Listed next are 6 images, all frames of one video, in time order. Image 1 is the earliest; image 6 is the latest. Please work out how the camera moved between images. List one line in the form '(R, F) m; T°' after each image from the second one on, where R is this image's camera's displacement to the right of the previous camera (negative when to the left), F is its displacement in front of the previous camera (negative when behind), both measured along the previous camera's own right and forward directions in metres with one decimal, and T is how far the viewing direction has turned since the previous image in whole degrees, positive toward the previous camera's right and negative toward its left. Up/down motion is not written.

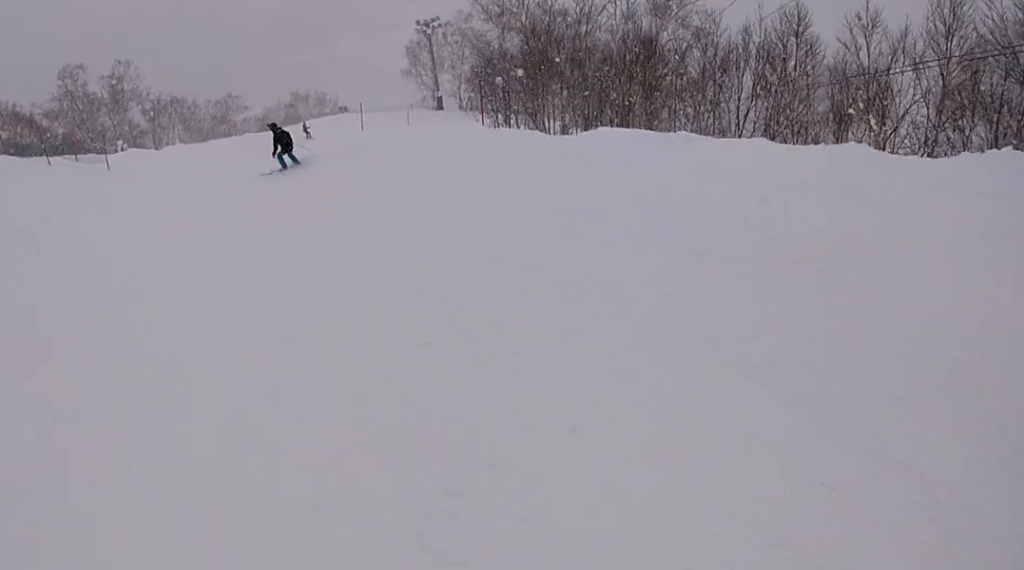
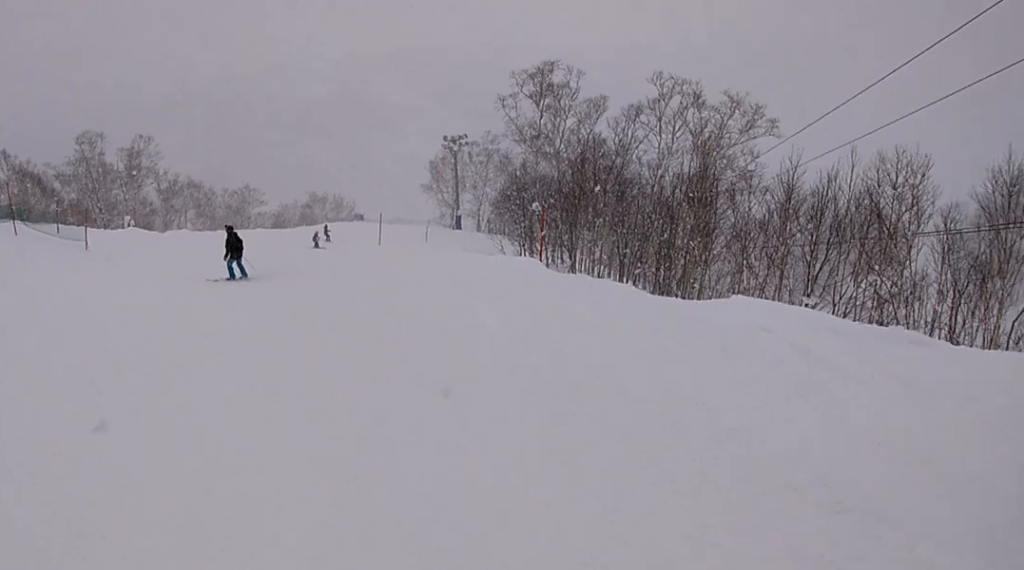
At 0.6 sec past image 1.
(+0.1, +3.7) m; +2°
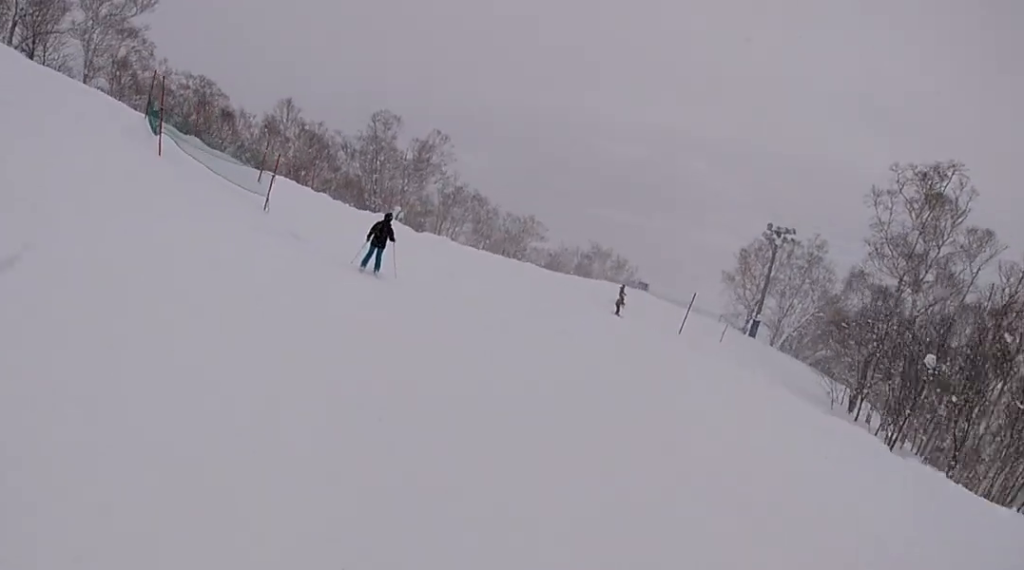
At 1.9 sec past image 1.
(+0.2, +7.5) m; +13°
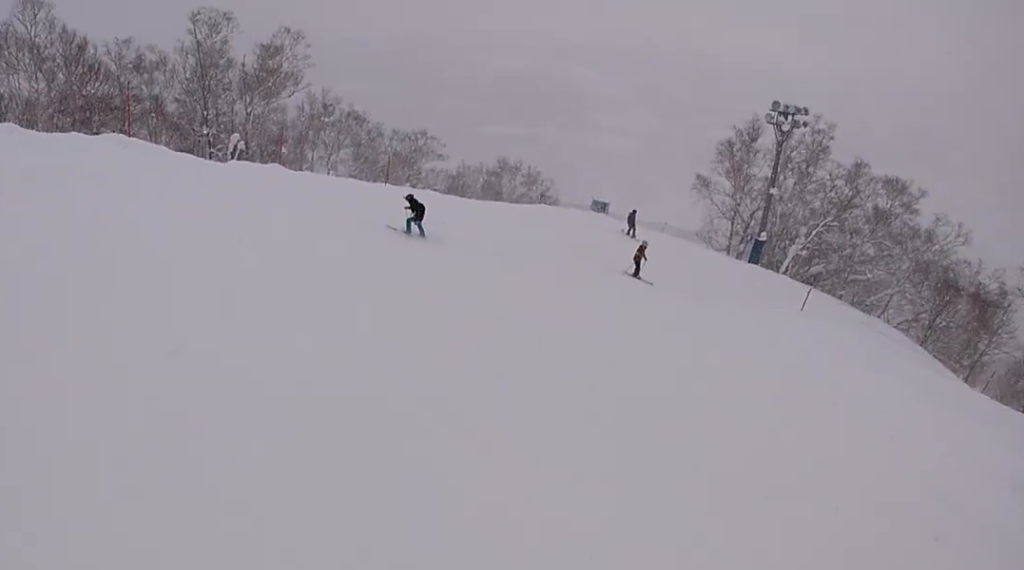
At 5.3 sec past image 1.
(-0.5, +19.1) m; -2°
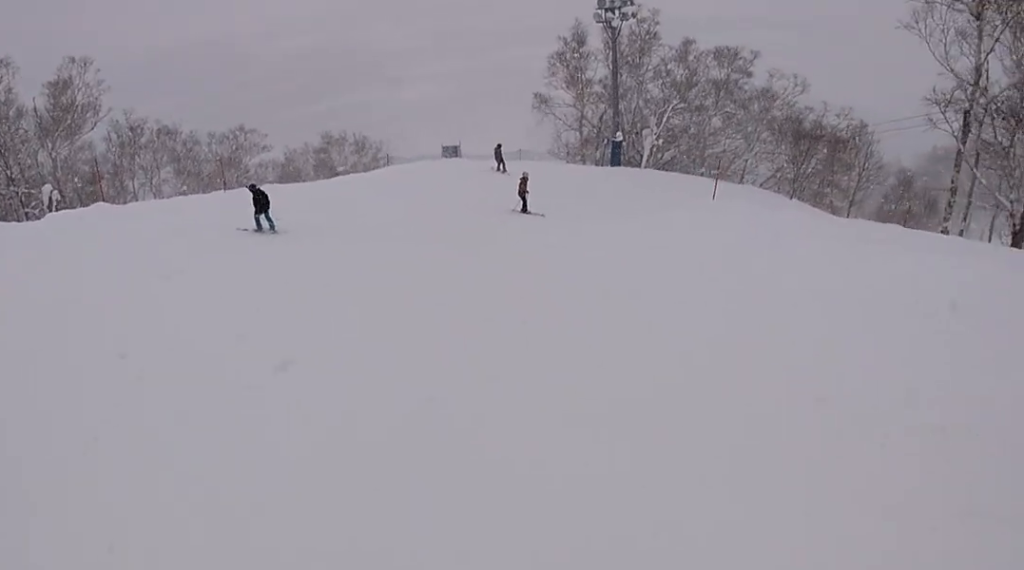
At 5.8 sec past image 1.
(+0.4, +2.8) m; +4°
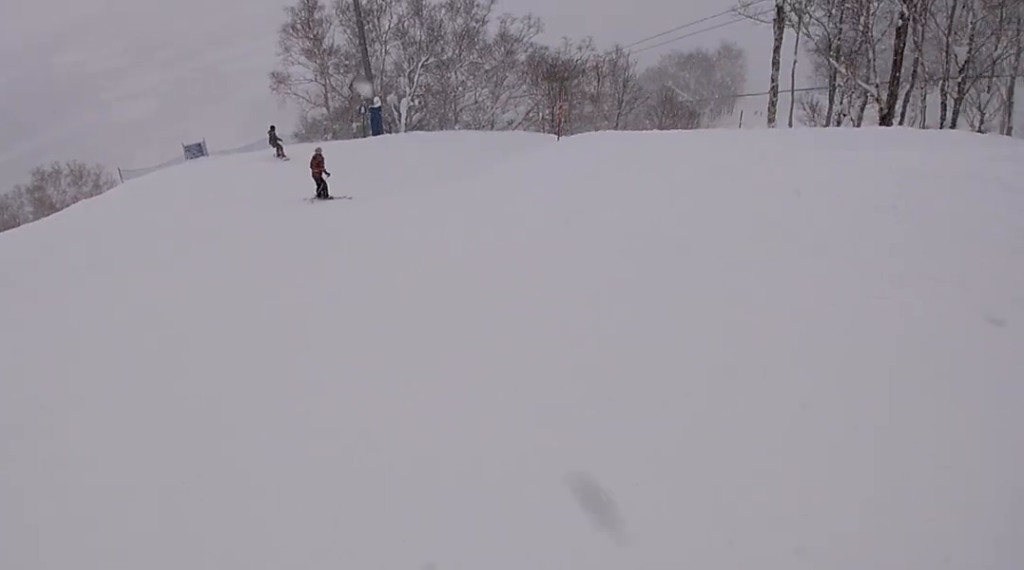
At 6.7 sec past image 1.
(+0.4, +5.0) m; +5°
